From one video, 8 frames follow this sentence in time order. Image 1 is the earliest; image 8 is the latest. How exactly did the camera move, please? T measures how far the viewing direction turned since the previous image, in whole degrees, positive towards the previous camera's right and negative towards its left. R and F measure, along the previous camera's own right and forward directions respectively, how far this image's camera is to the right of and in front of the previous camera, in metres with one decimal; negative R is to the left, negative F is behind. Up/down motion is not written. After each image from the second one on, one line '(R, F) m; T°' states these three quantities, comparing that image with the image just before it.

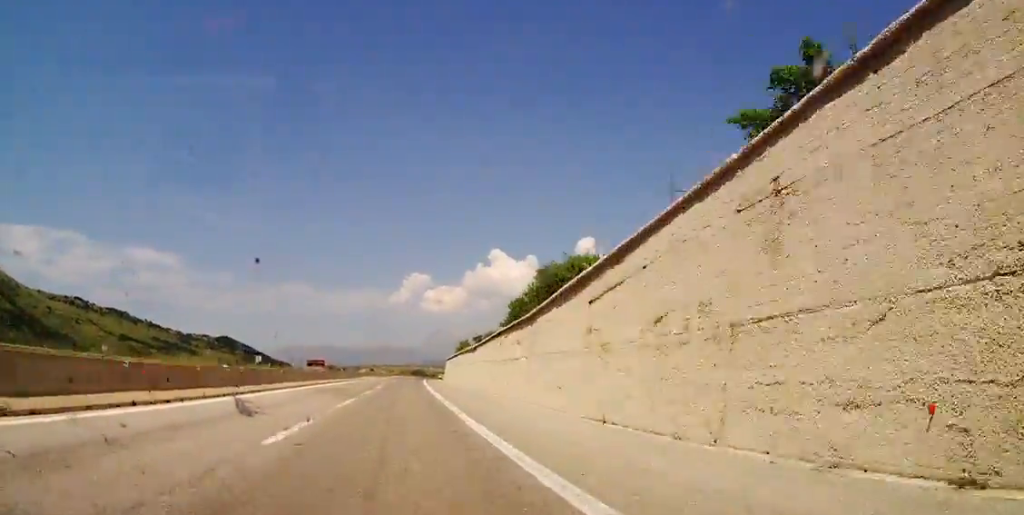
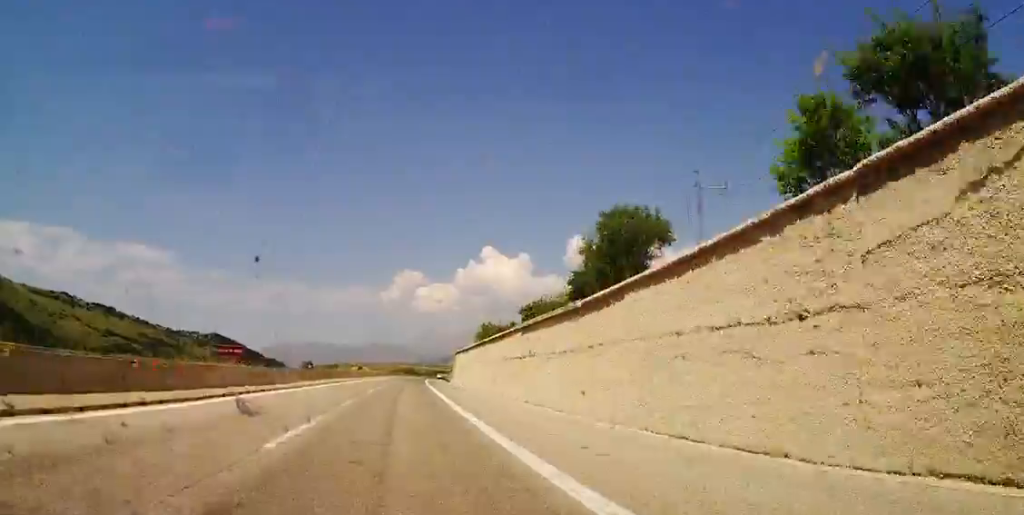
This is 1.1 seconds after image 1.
(+0.2, +36.4) m; +1°
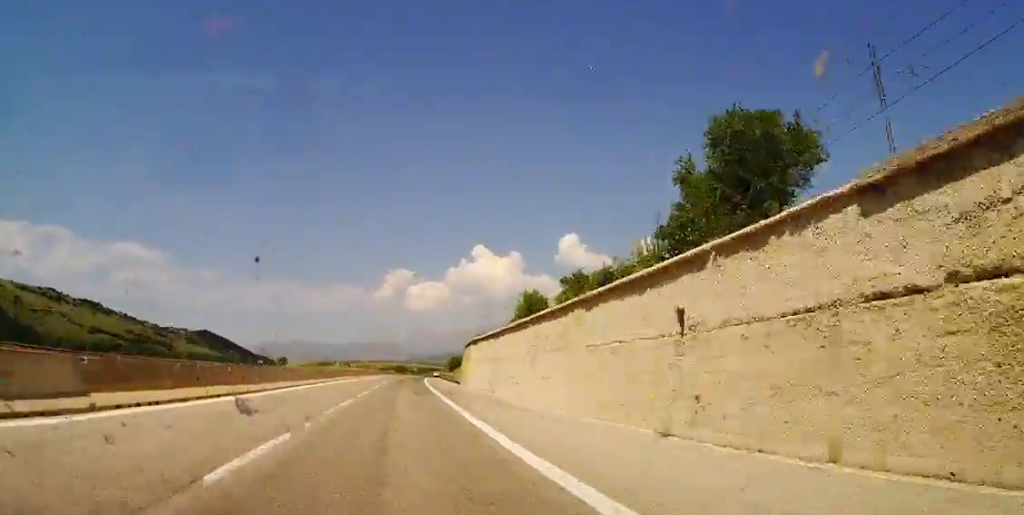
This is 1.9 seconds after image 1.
(+0.2, +27.3) m; +1°
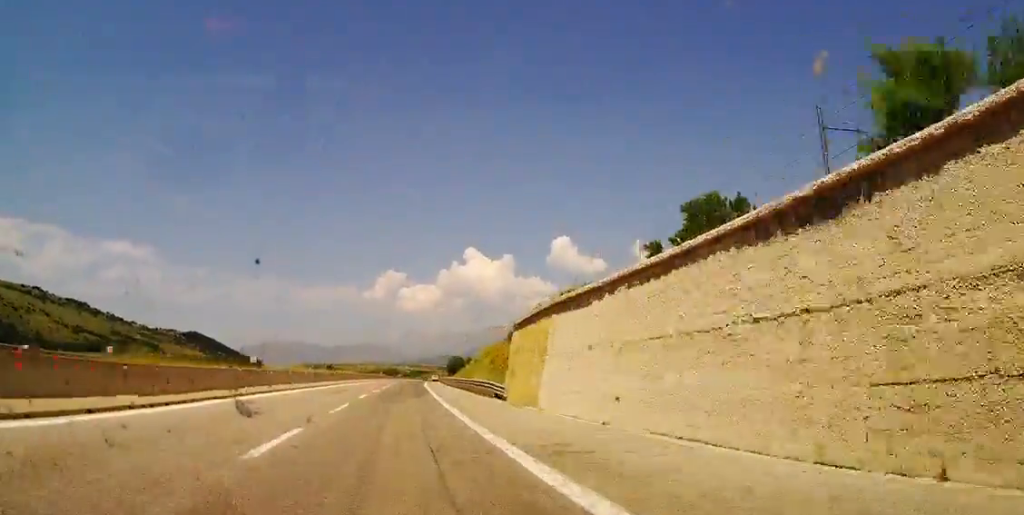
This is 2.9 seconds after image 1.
(+0.2, +34.4) m; +1°
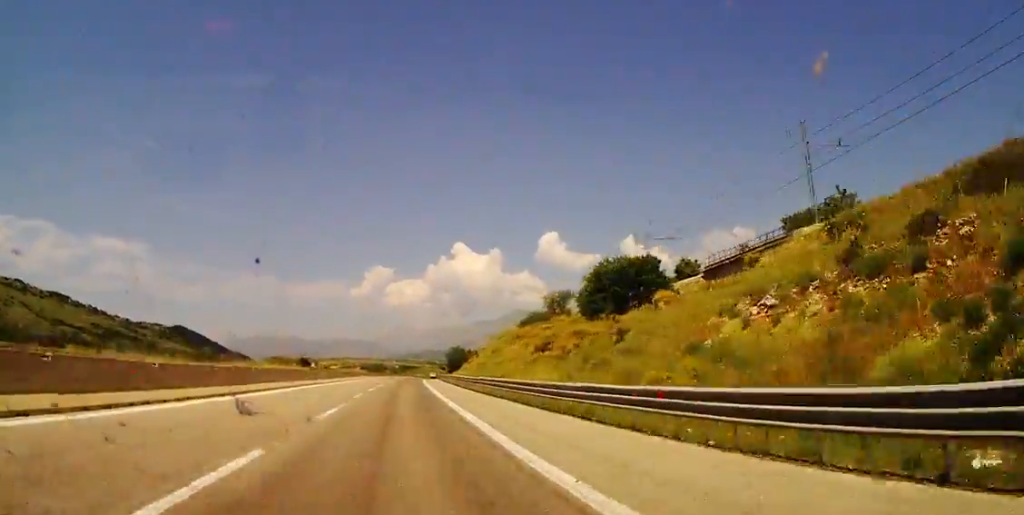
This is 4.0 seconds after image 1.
(+0.3, +40.9) m; +1°
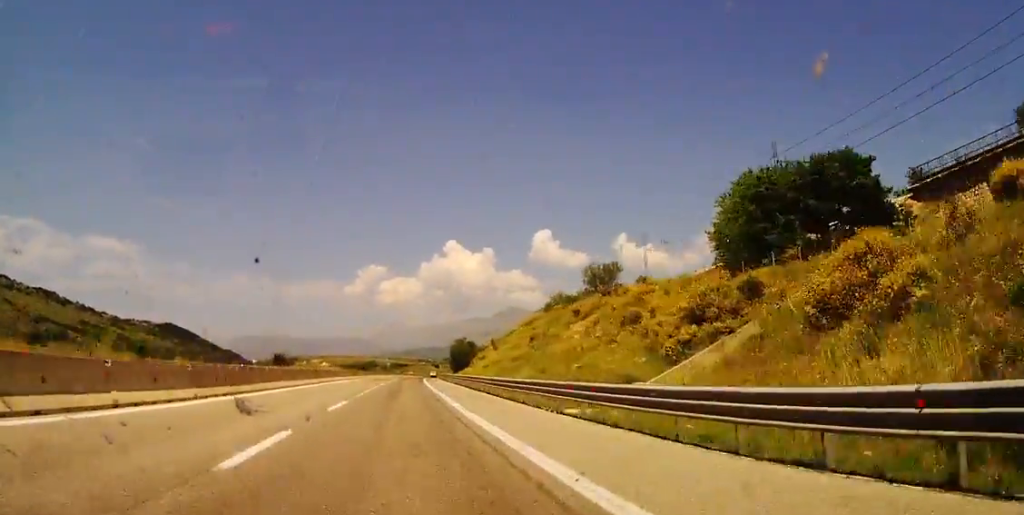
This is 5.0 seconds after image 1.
(+0.4, +34.0) m; +1°
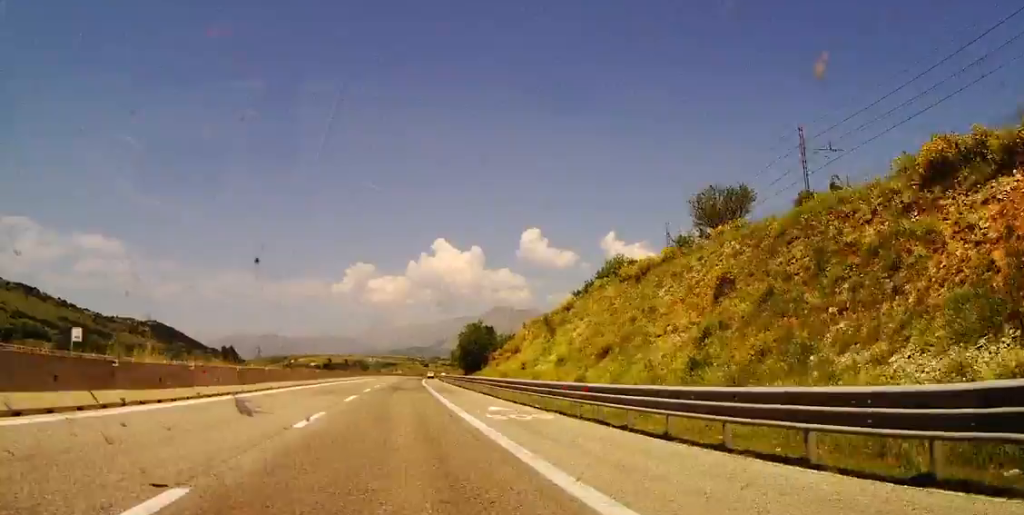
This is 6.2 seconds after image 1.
(+0.5, +42.1) m; +1°
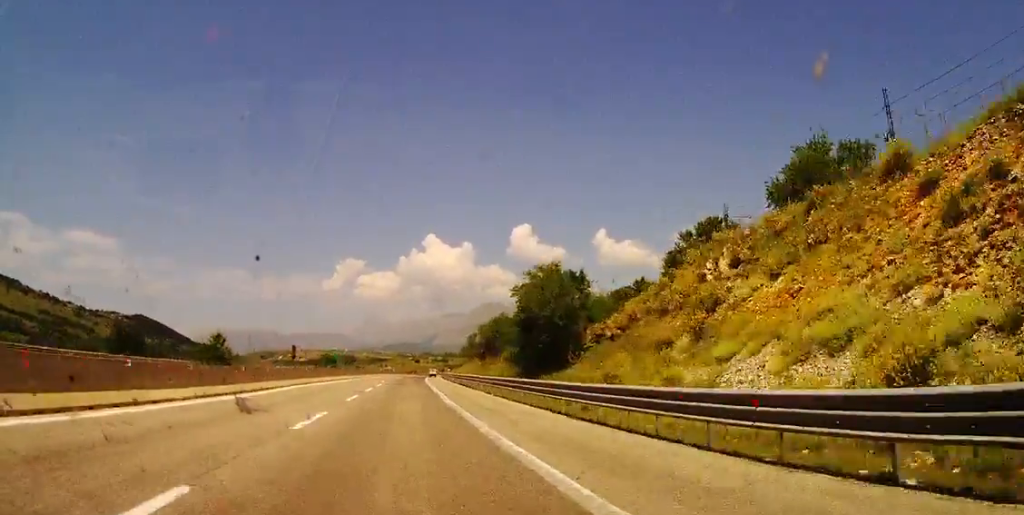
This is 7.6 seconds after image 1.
(+0.1, +48.3) m; -1°
